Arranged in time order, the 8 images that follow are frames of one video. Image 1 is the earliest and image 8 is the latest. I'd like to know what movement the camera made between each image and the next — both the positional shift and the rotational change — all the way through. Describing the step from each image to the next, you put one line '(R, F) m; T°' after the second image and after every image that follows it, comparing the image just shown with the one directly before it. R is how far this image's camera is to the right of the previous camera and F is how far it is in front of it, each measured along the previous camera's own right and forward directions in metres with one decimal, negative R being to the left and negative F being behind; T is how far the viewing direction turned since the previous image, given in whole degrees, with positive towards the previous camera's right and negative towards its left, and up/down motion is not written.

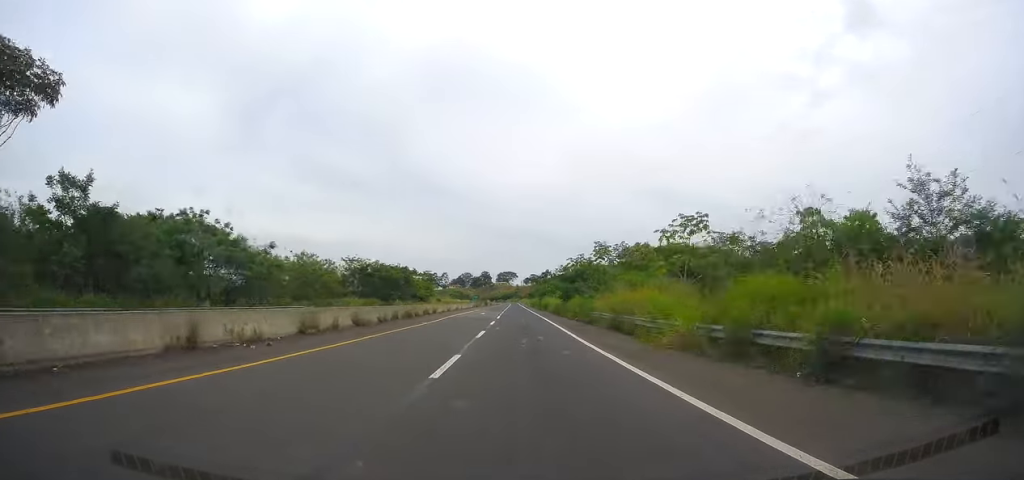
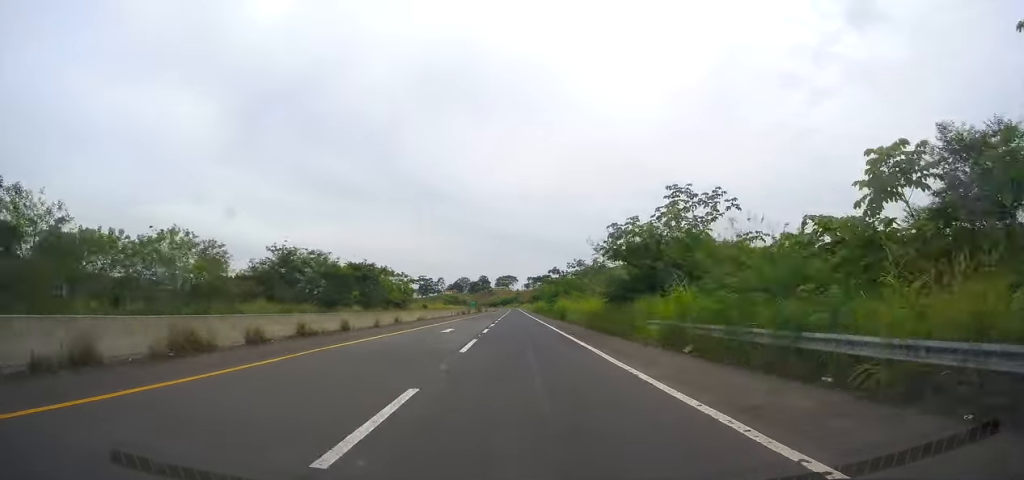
(-0.3, +39.9) m; -1°
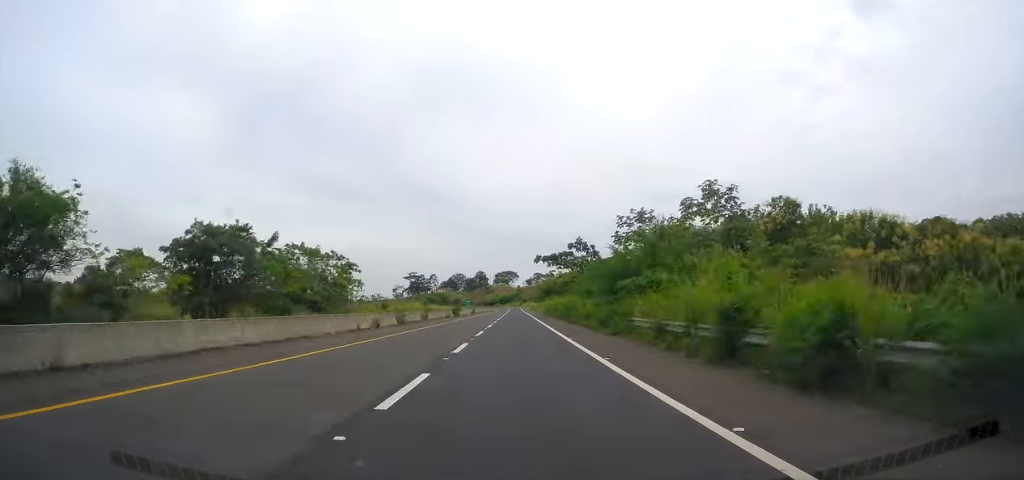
(+0.2, +46.7) m; 0°
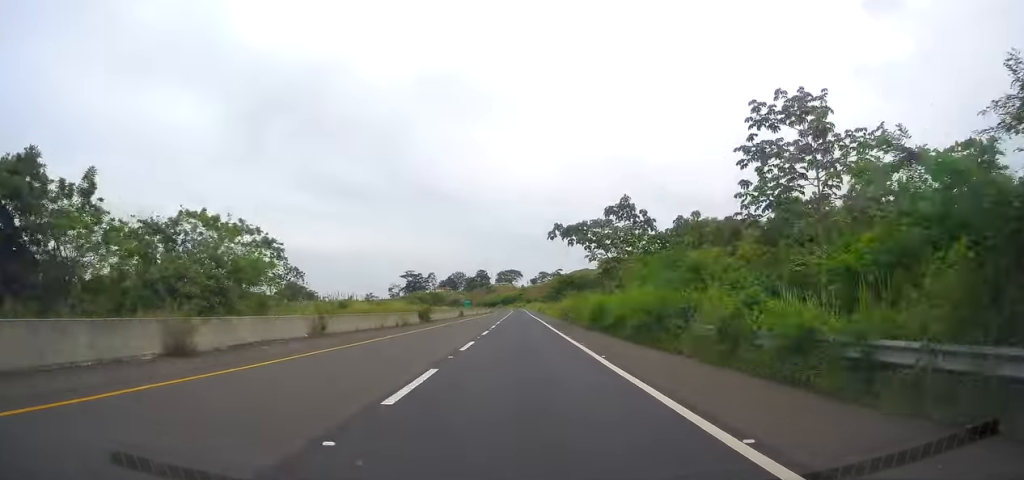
(+0.1, +28.5) m; 0°
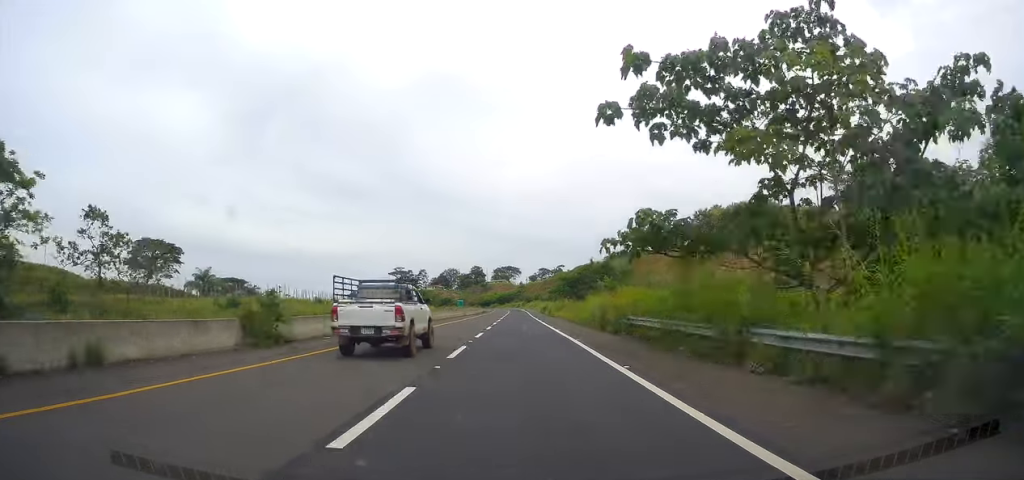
(-0.2, +31.8) m; 0°
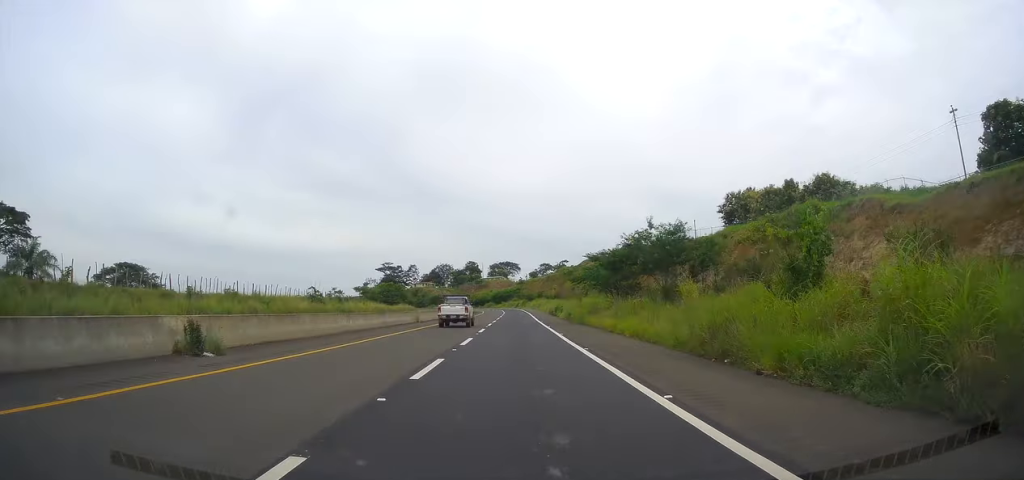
(0.0, +33.4) m; 0°
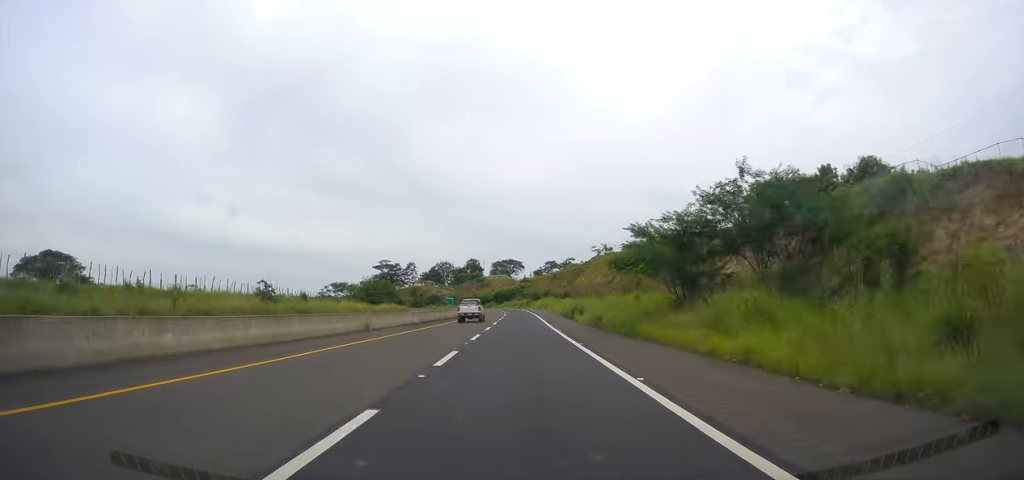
(+0.2, +16.7) m; 0°
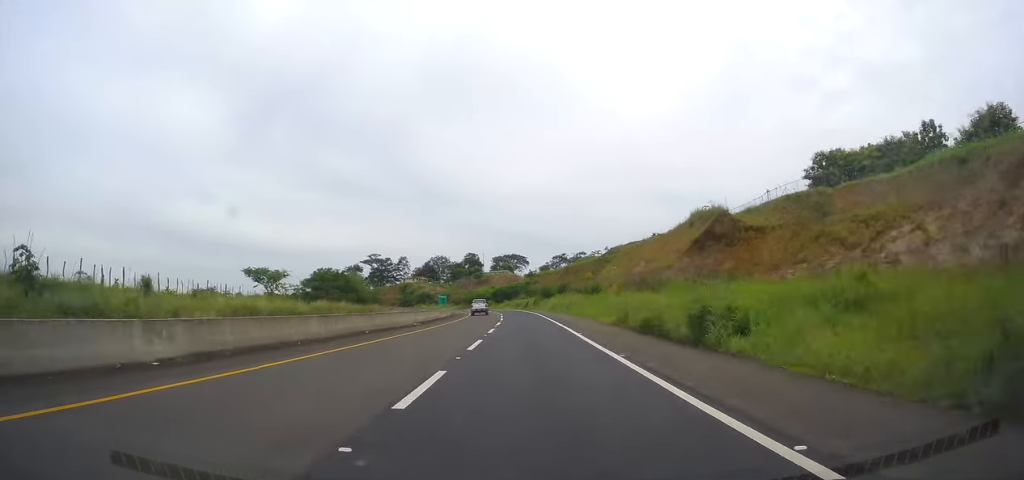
(-0.2, +34.7) m; -1°
